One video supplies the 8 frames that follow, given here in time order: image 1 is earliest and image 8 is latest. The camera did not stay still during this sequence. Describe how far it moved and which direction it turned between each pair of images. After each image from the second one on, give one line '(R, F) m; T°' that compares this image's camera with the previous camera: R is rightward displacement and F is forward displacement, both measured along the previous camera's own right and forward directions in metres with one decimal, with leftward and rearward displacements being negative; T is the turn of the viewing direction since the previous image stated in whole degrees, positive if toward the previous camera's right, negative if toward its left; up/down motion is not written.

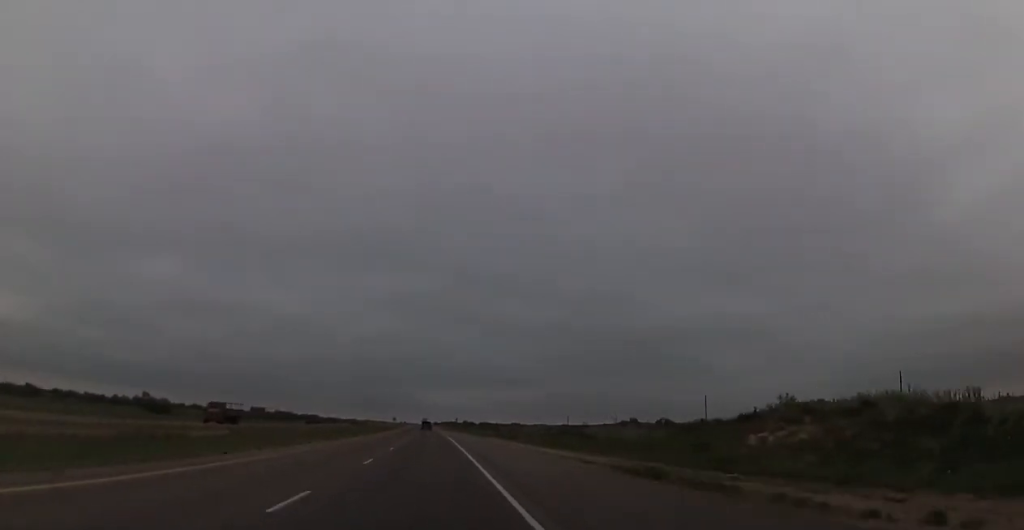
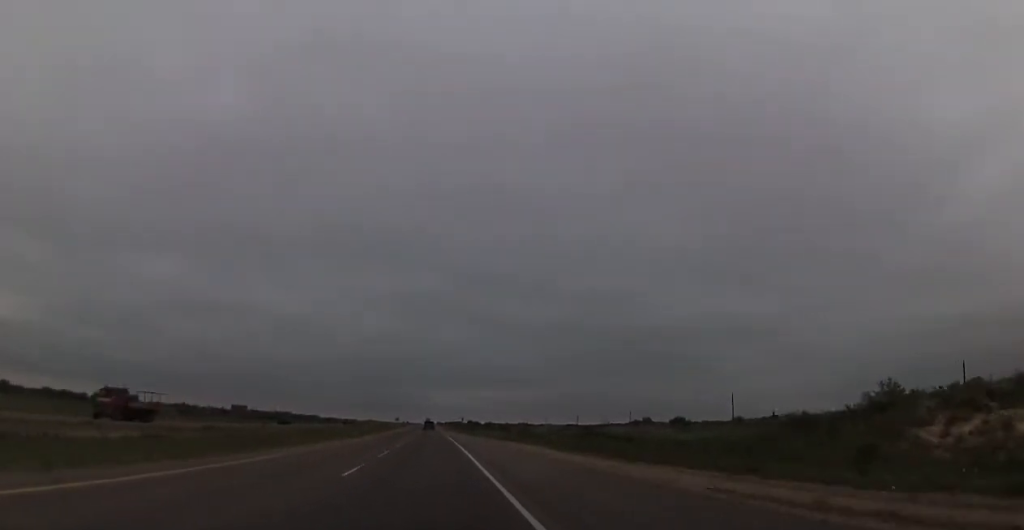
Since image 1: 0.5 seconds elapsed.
(0.0, +17.2) m; 0°
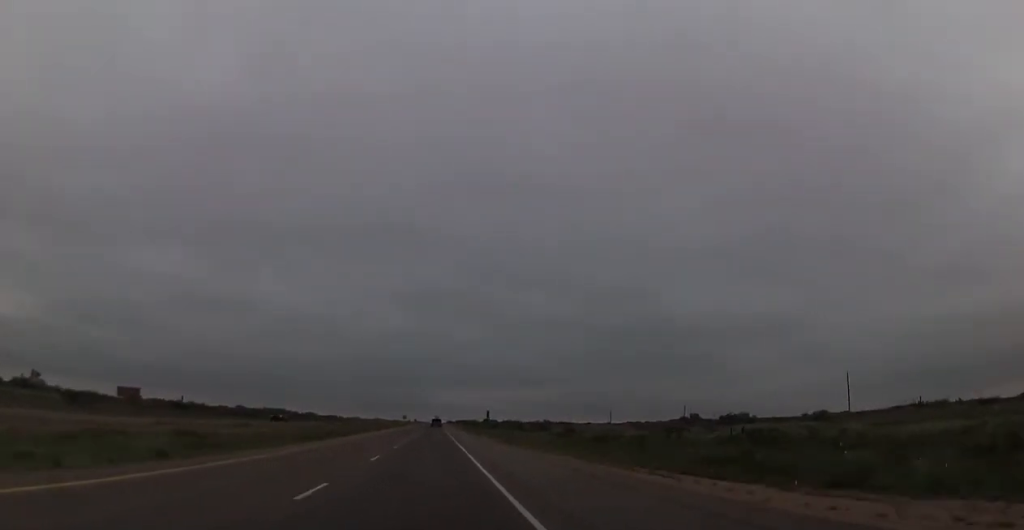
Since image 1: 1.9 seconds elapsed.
(-0.2, +53.9) m; -1°
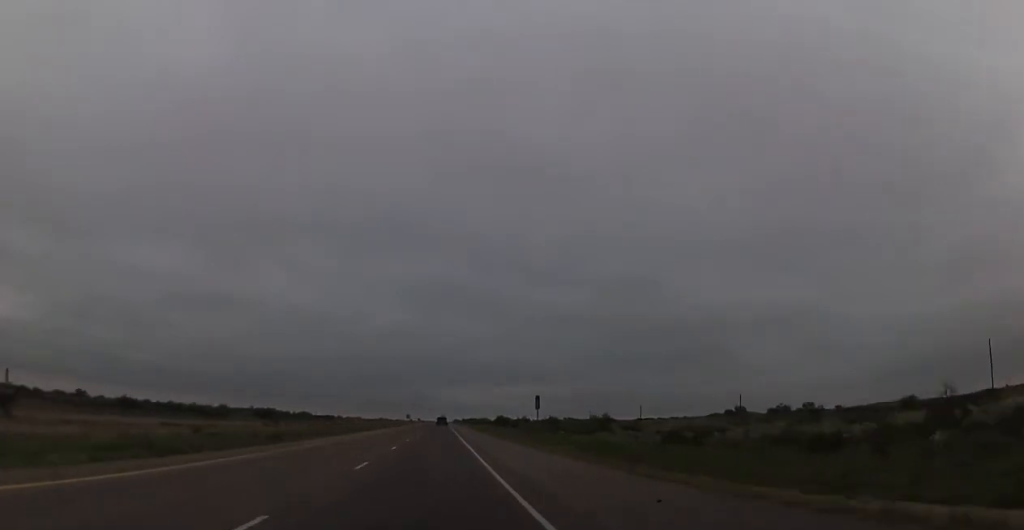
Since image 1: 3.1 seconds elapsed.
(-0.1, +41.6) m; -1°
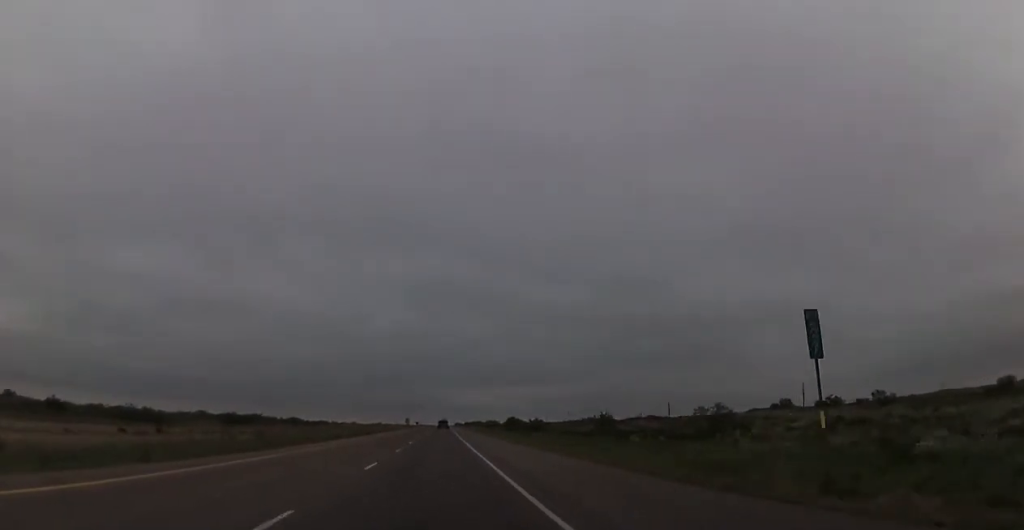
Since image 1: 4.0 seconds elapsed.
(-0.3, +35.5) m; -1°
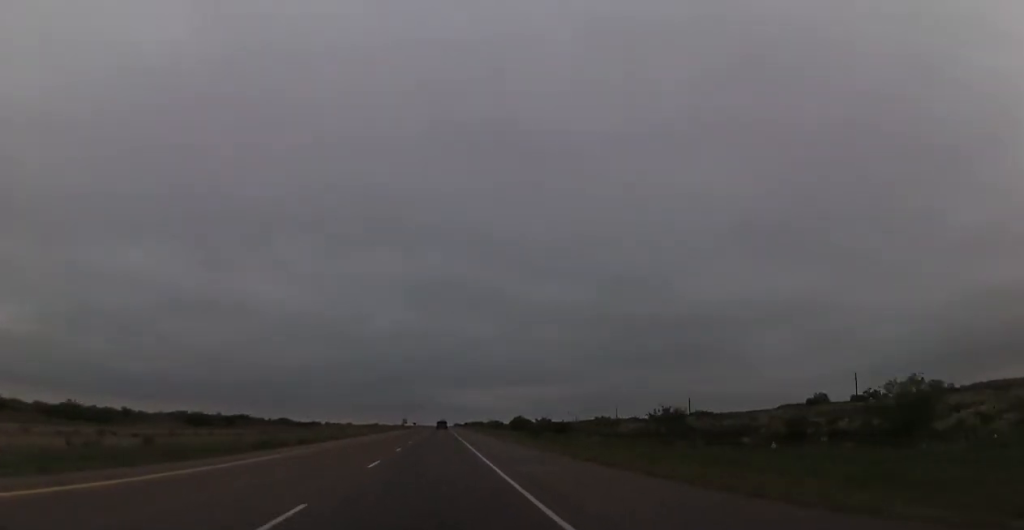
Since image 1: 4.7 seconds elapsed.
(-0.1, +23.3) m; 0°
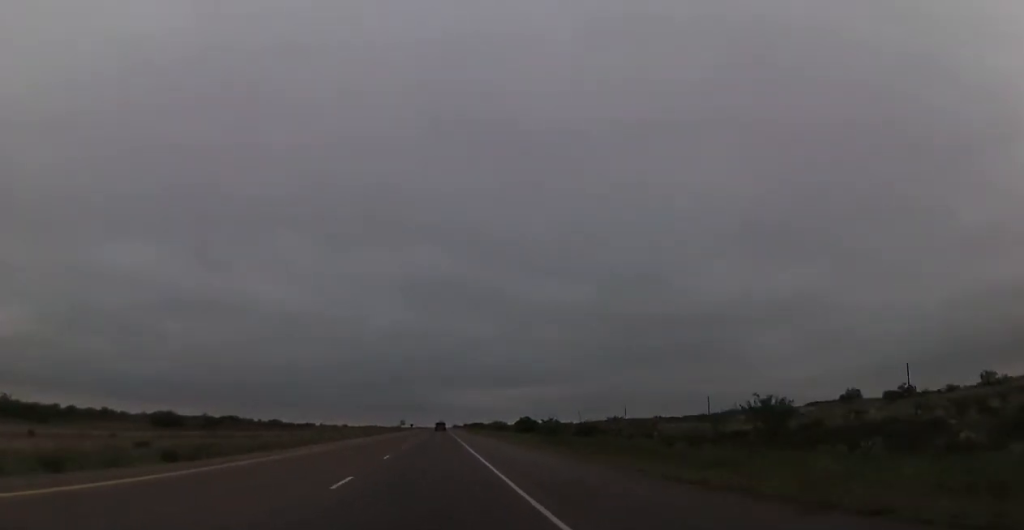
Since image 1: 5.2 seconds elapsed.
(0.0, +18.4) m; 0°
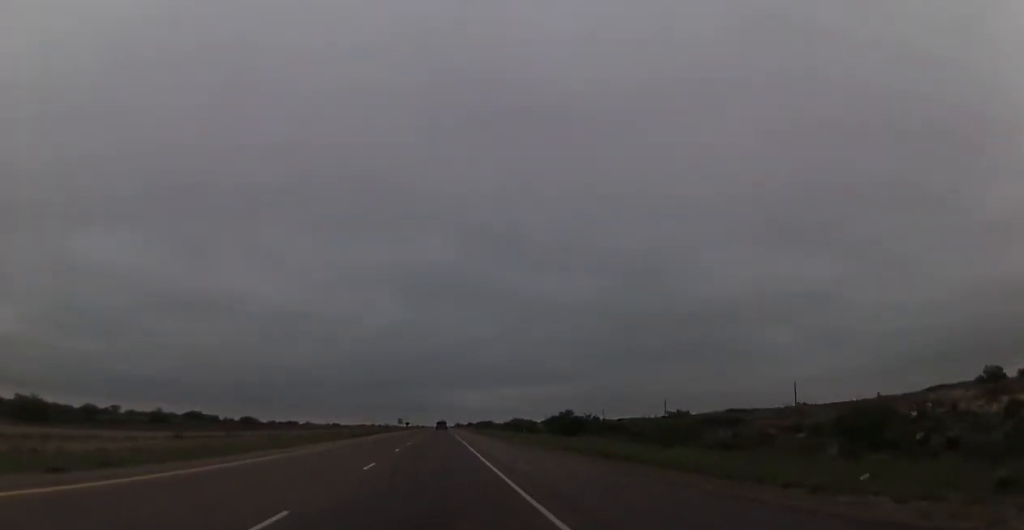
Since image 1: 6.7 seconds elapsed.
(+0.3, +55.2) m; +1°
